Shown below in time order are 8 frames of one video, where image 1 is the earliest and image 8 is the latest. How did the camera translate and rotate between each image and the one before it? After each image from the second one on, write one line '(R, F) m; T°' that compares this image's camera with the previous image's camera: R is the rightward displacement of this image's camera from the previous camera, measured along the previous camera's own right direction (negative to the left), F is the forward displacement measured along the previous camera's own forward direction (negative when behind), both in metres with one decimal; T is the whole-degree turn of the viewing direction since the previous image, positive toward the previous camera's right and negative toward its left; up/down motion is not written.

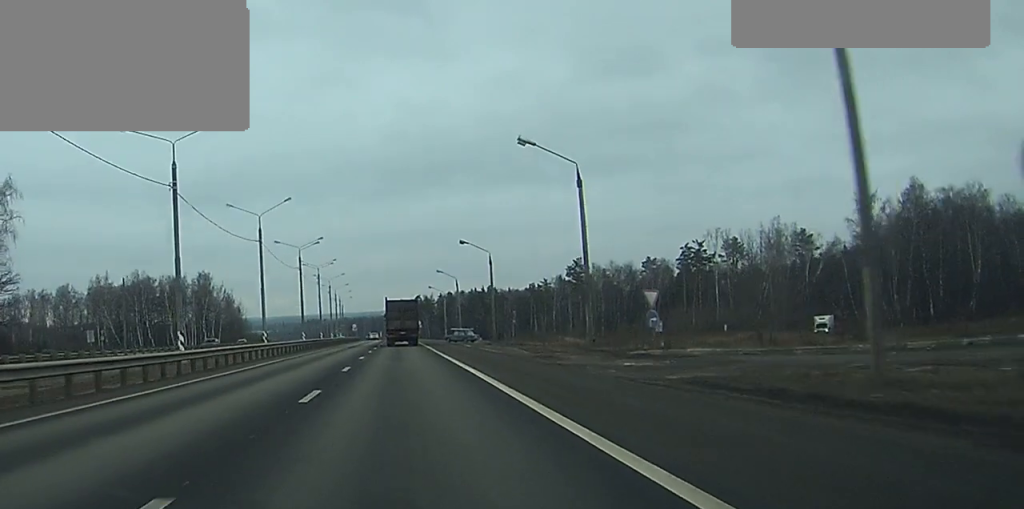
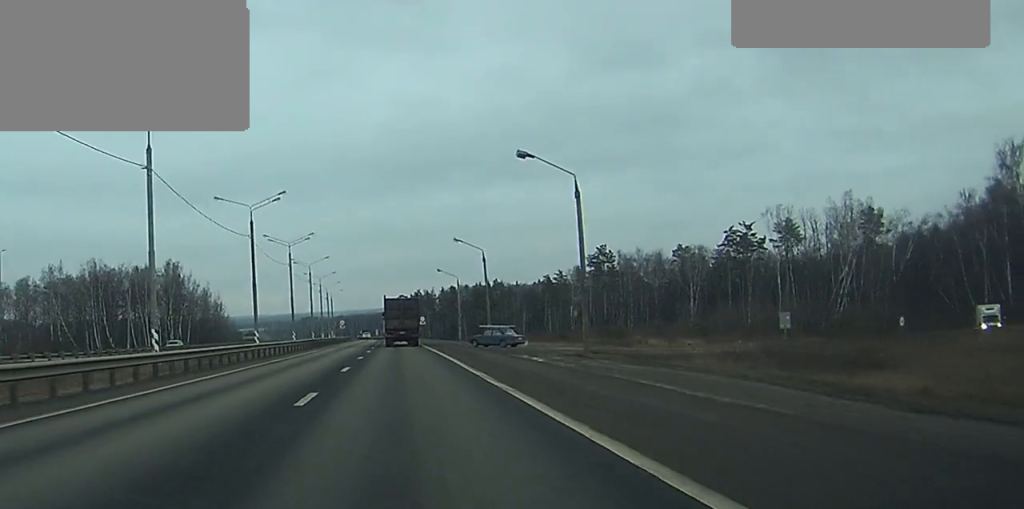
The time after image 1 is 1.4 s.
(0.0, +35.5) m; 0°
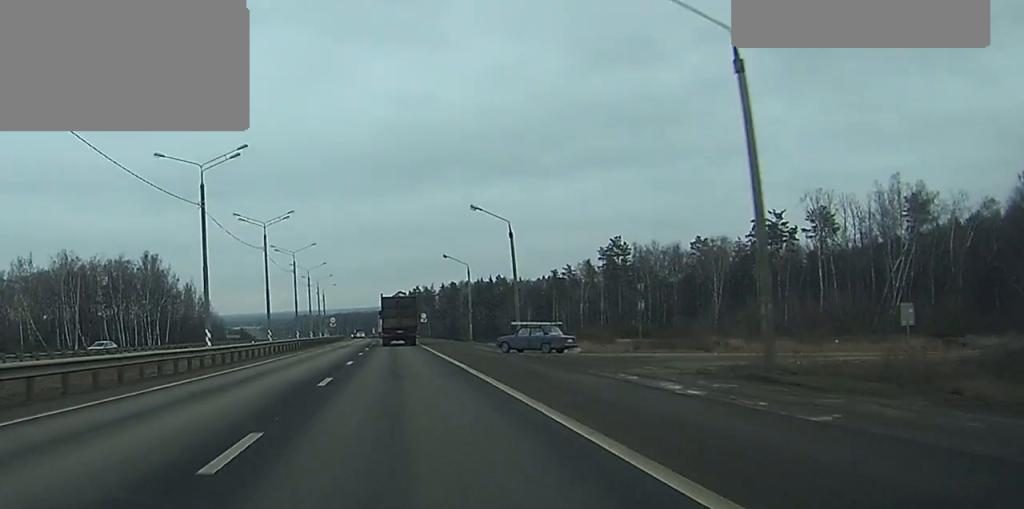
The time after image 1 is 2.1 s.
(0.0, +17.6) m; 0°
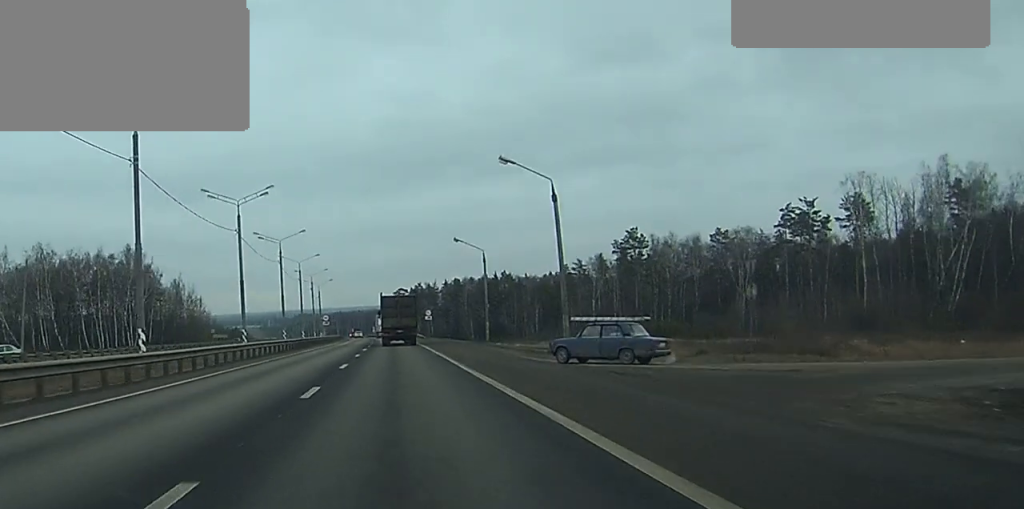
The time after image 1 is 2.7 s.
(0.0, +13.8) m; +1°
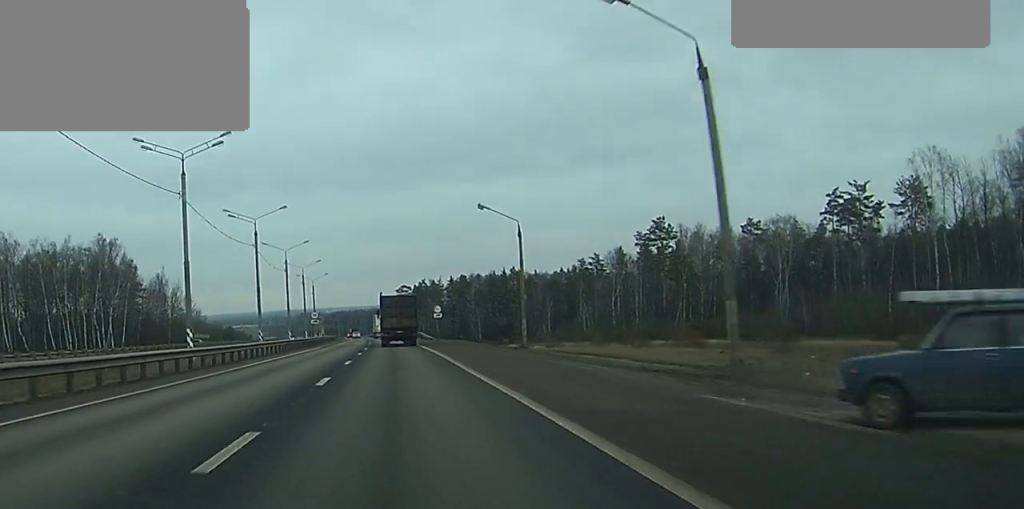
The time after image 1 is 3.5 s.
(+0.1, +18.0) m; +1°
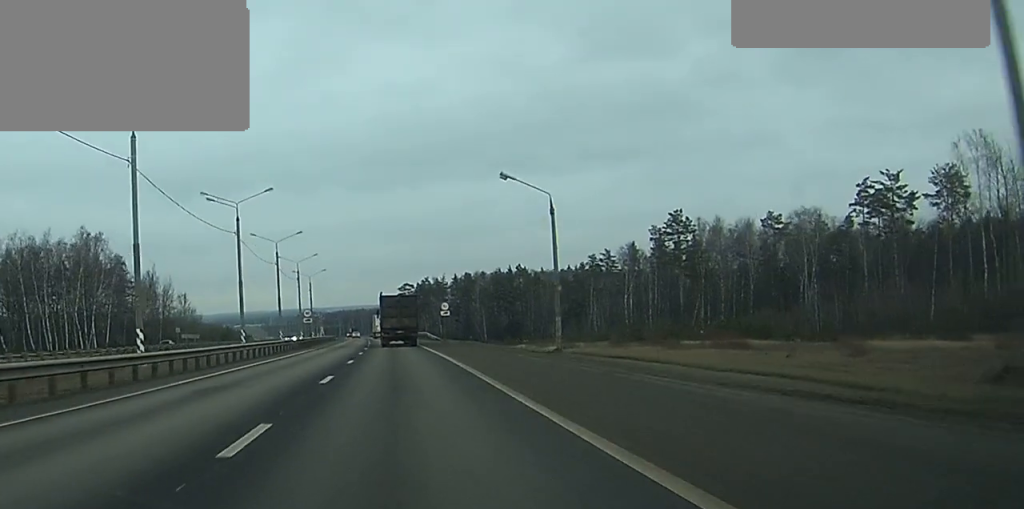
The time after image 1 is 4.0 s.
(+0.4, +9.6) m; -1°
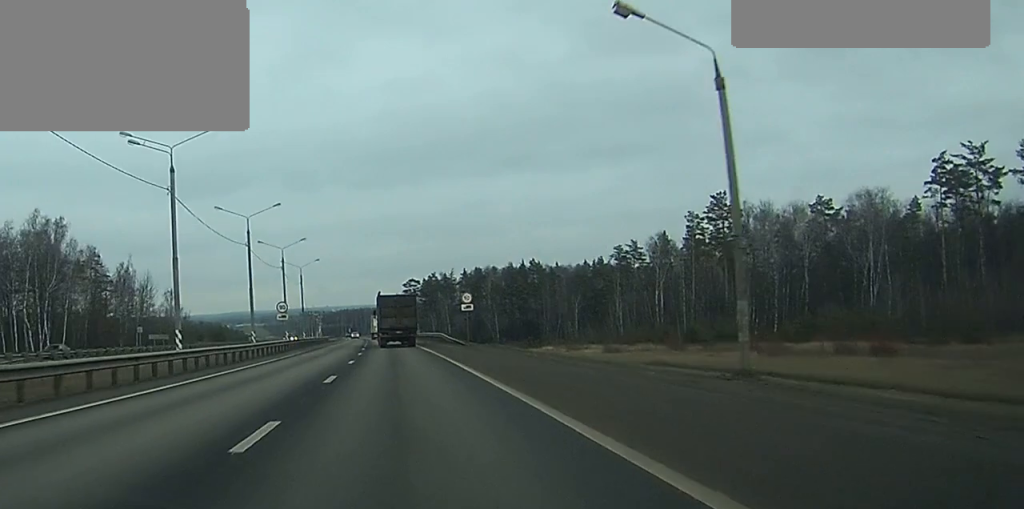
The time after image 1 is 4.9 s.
(-0.5, +23.2) m; -2°
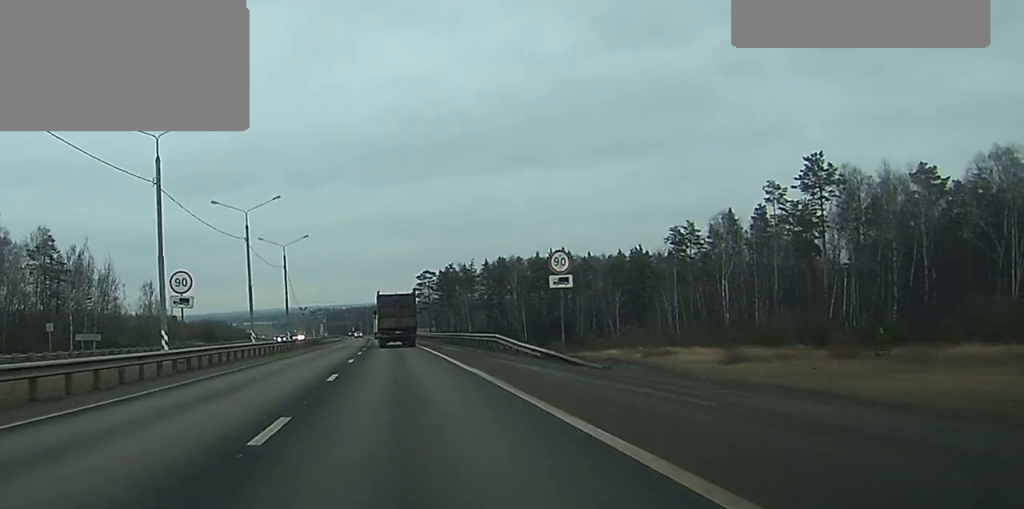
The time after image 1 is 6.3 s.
(-0.9, +39.0) m; -1°
